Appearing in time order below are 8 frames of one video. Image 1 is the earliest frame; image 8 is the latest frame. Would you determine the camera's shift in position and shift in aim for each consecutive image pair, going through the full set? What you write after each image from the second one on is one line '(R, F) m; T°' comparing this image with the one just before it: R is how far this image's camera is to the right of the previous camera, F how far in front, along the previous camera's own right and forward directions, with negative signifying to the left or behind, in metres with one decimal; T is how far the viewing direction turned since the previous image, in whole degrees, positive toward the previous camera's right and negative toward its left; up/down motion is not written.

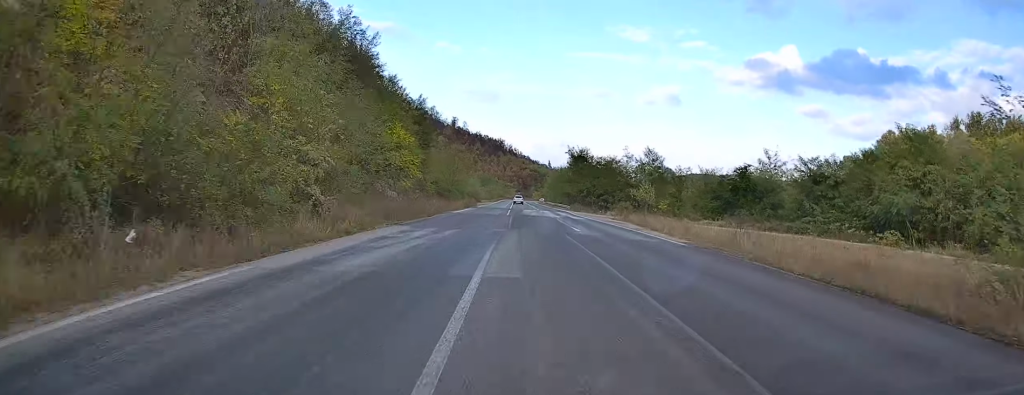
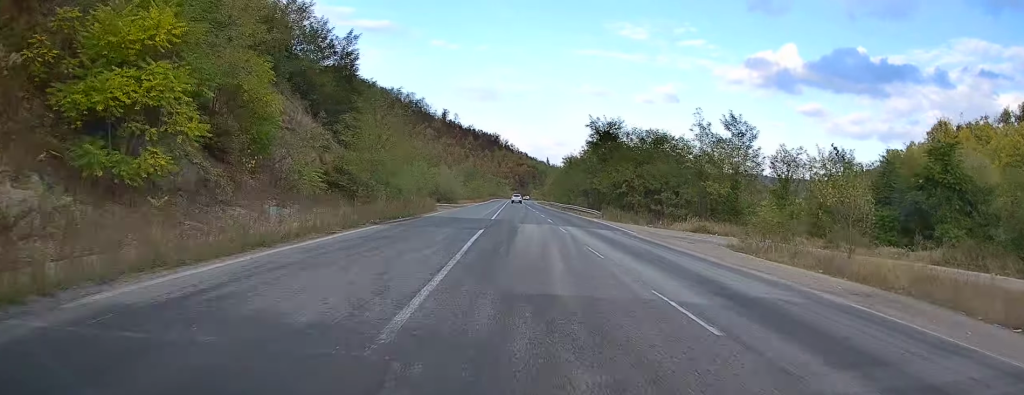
(+0.1, +38.5) m; 0°
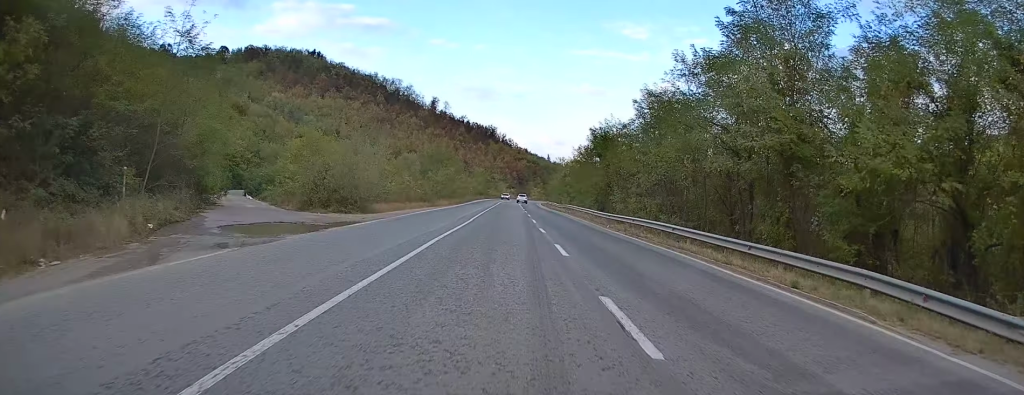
(+0.1, +47.5) m; 0°
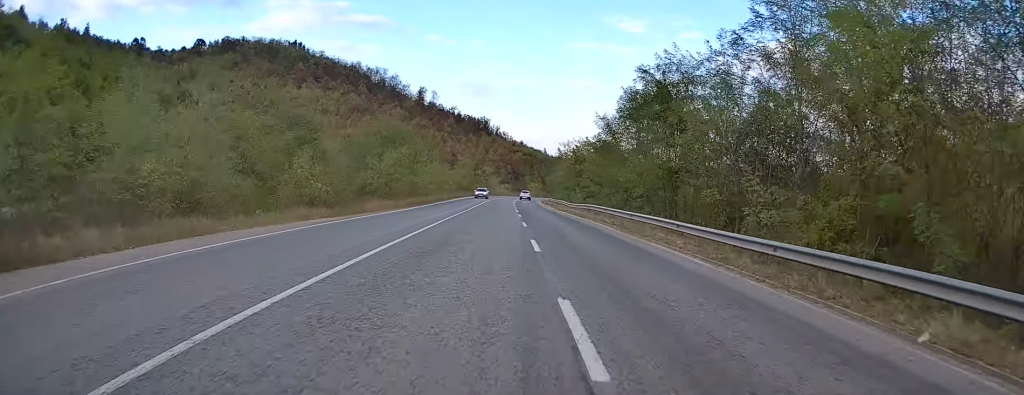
(-0.2, +28.3) m; 0°
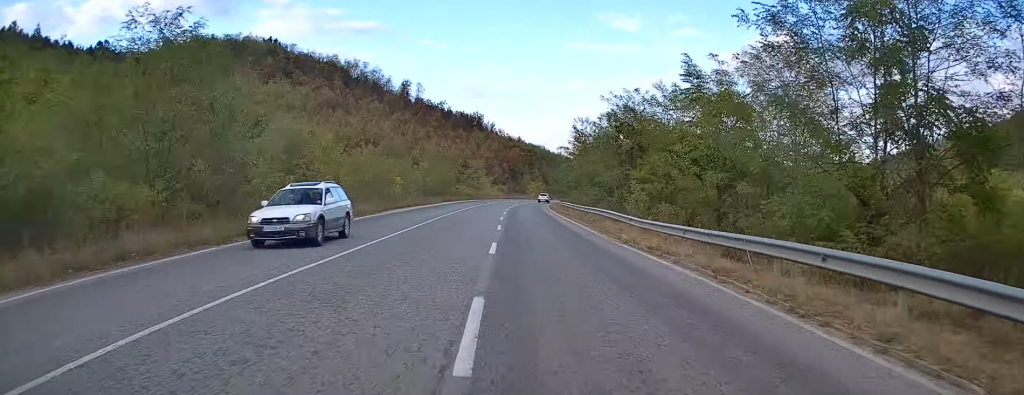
(+0.3, +36.6) m; 0°
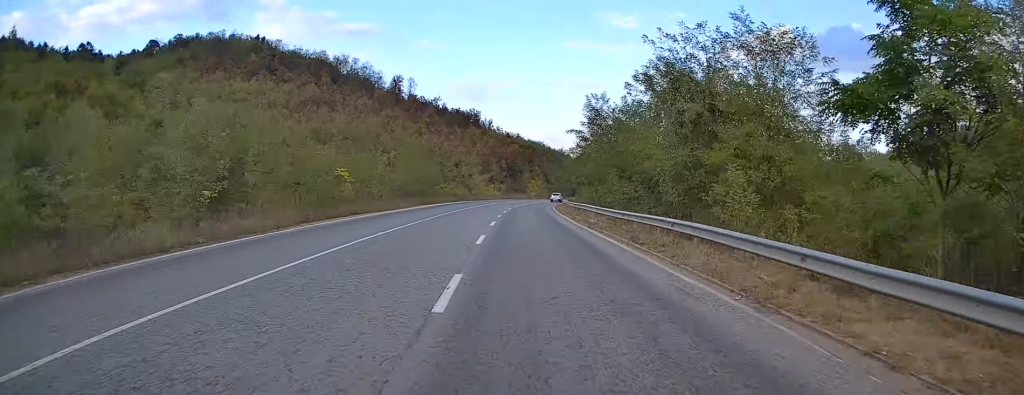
(0.0, +16.1) m; 0°
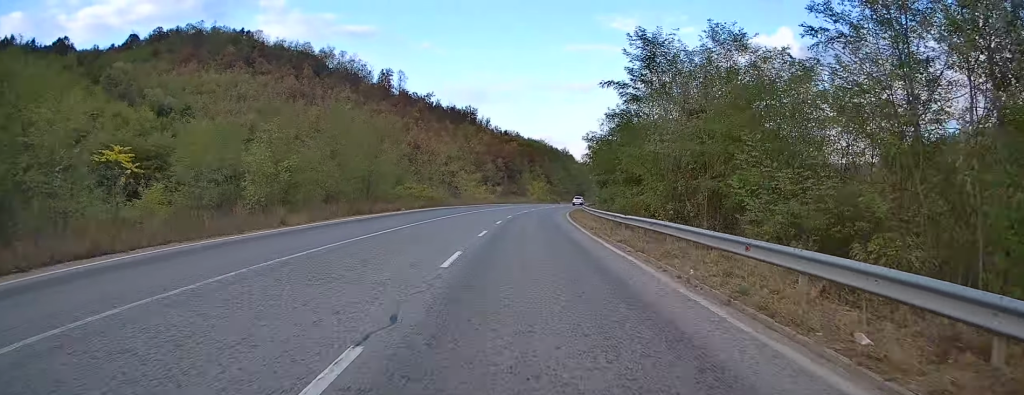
(0.0, +22.9) m; 0°
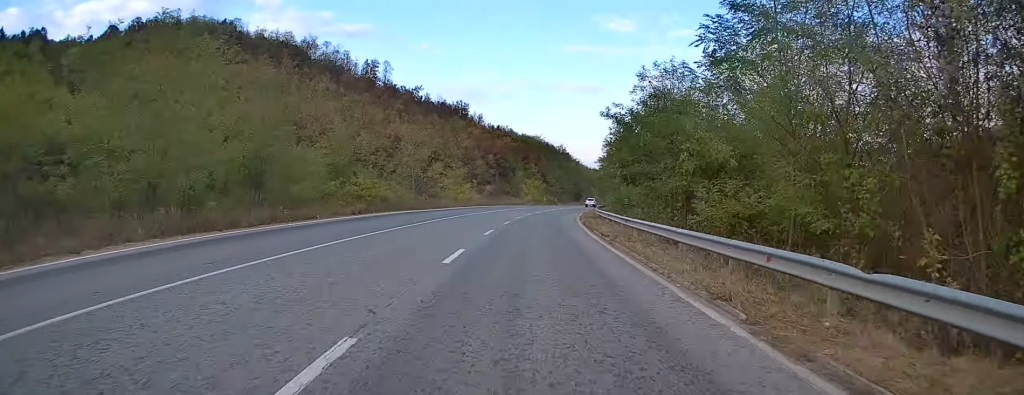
(+0.2, +17.5) m; 0°
